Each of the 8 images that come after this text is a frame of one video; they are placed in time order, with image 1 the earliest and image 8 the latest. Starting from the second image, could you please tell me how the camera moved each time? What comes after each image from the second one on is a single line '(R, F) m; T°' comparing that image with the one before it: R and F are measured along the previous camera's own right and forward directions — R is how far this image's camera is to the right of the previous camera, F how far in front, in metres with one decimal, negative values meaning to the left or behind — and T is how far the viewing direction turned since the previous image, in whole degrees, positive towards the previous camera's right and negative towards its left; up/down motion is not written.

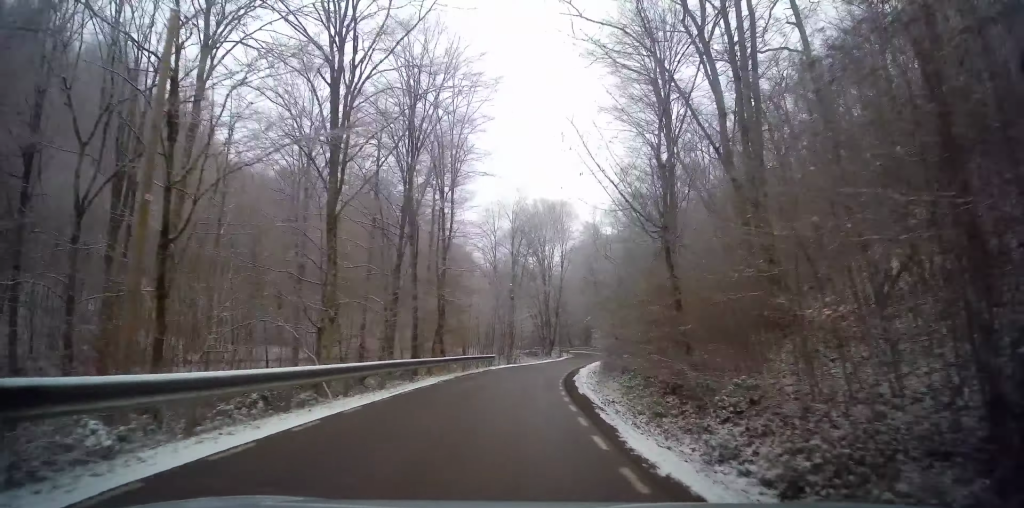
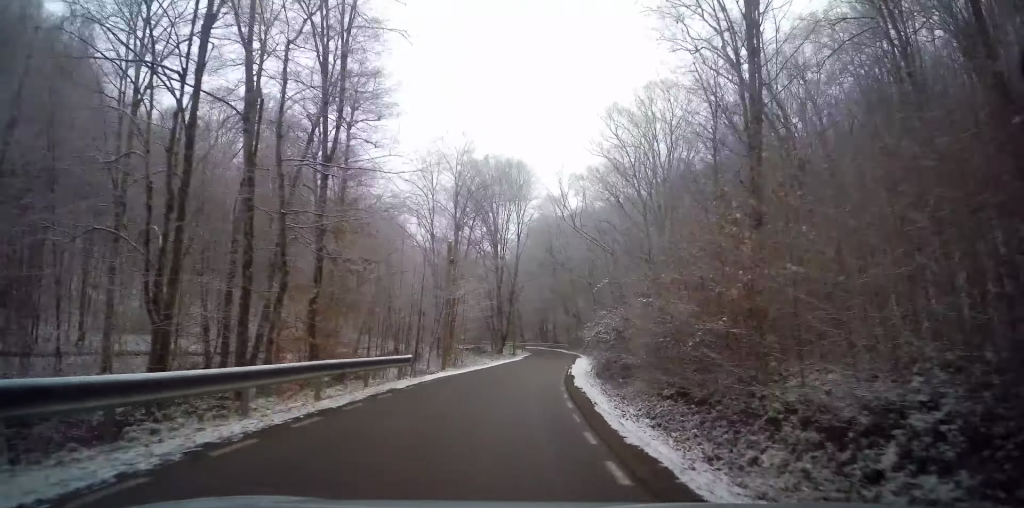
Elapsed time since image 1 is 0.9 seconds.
(+0.8, +15.9) m; +5°
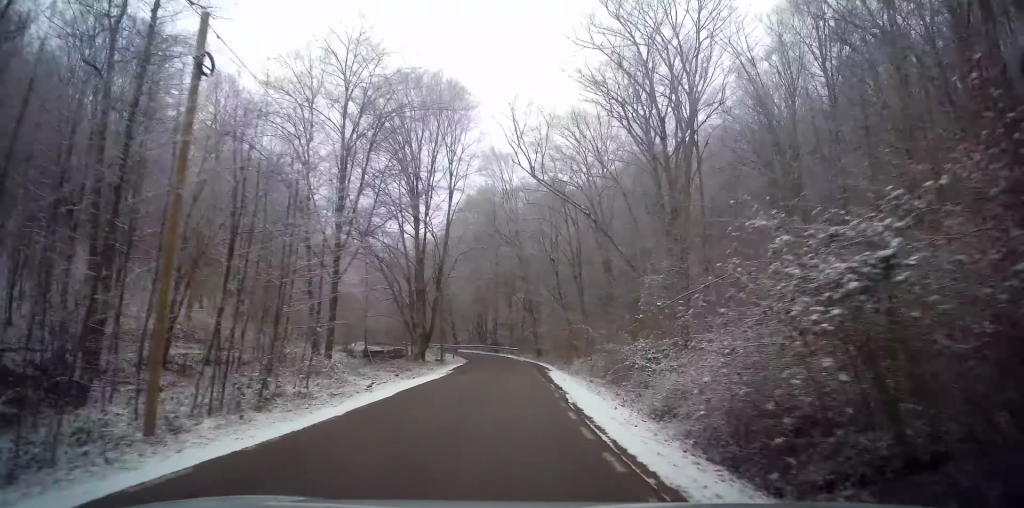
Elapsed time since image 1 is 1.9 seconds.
(+0.7, +19.1) m; +4°
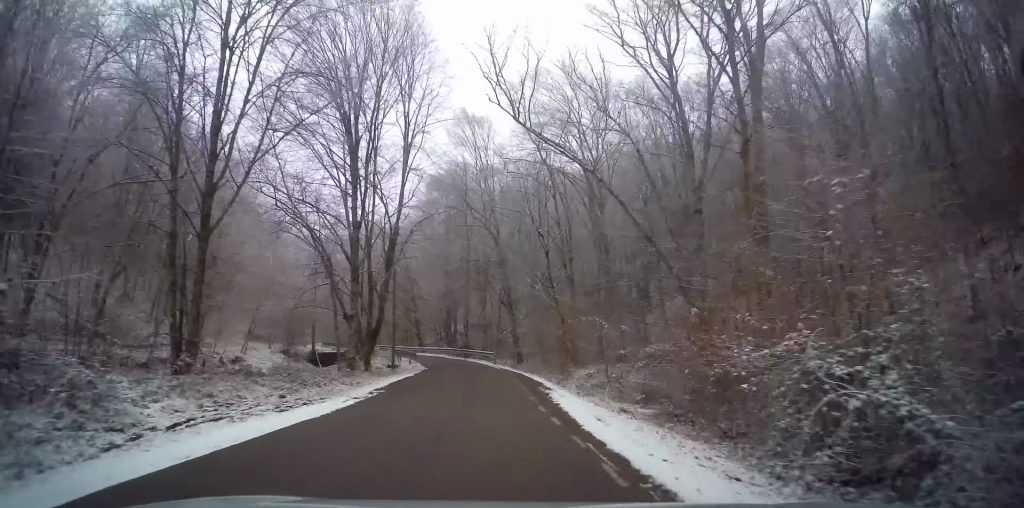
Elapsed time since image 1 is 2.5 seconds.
(+0.3, +10.4) m; +1°
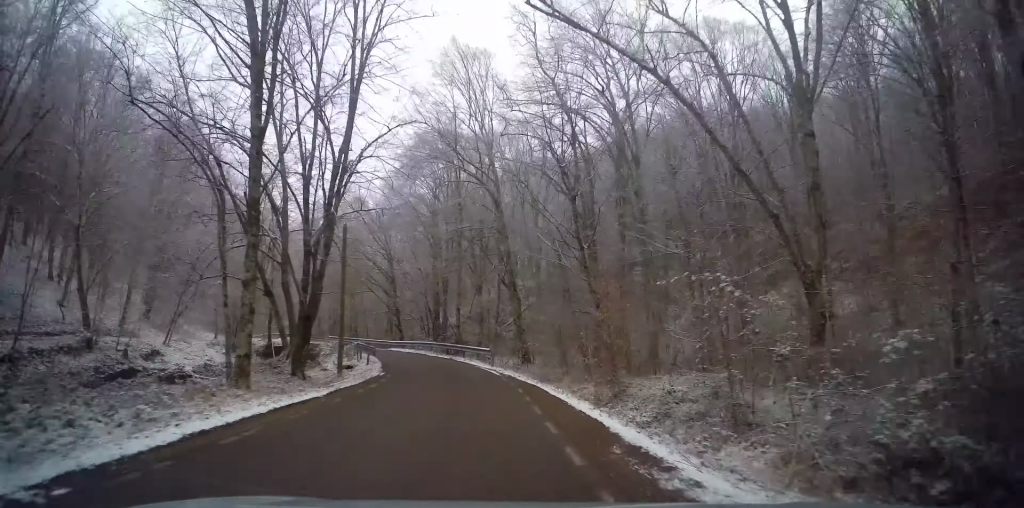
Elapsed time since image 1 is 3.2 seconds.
(+0.1, +10.8) m; 0°
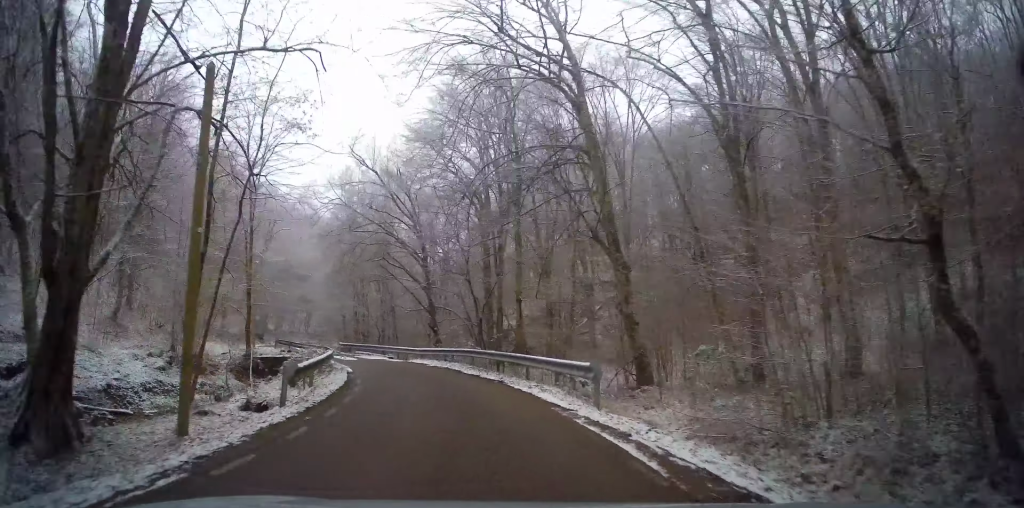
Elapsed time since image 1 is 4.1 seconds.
(-0.1, +14.7) m; -3°
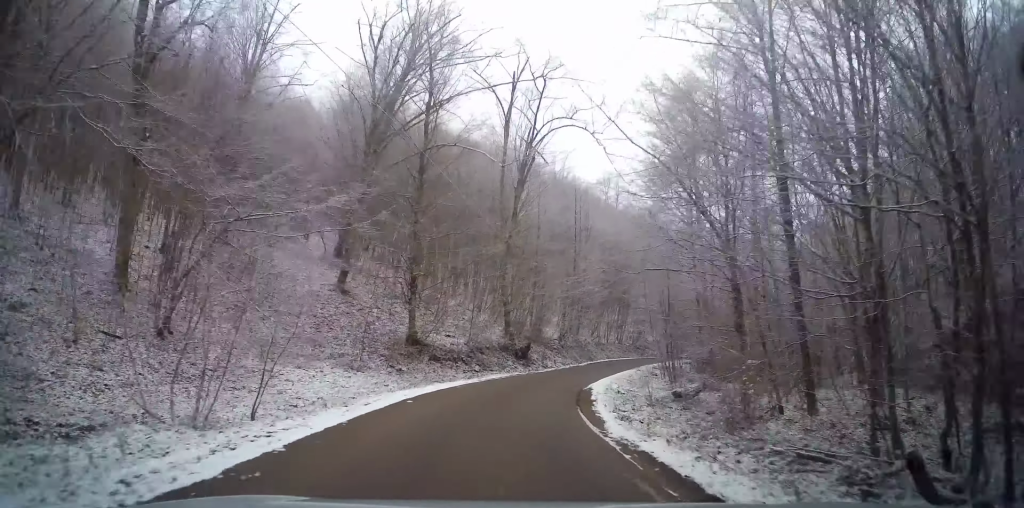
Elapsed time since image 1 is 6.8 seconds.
(-8.7, +39.1) m; -26°
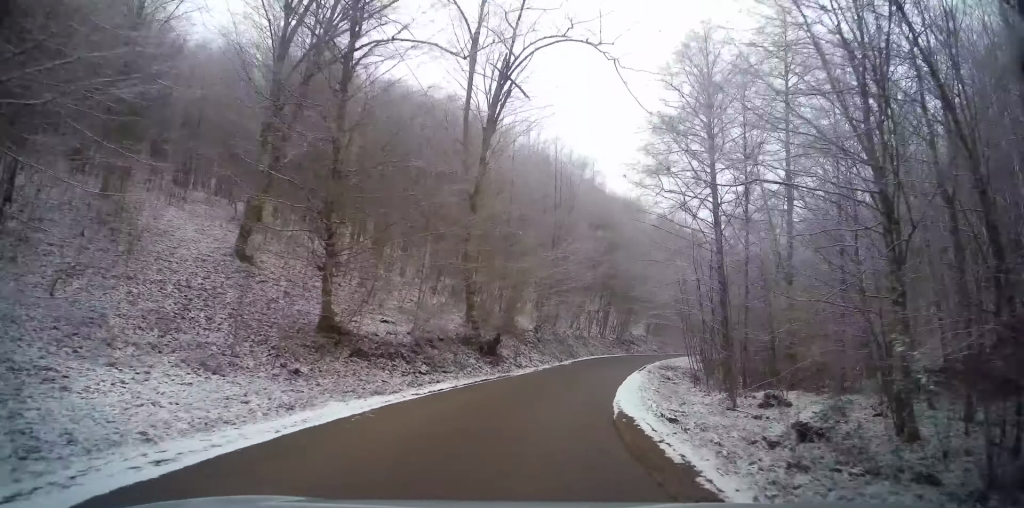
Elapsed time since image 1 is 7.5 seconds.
(-0.6, +9.8) m; 0°
